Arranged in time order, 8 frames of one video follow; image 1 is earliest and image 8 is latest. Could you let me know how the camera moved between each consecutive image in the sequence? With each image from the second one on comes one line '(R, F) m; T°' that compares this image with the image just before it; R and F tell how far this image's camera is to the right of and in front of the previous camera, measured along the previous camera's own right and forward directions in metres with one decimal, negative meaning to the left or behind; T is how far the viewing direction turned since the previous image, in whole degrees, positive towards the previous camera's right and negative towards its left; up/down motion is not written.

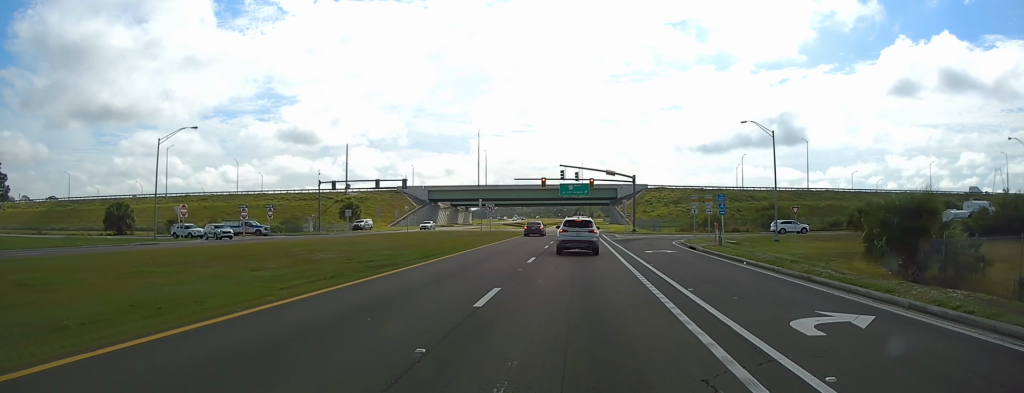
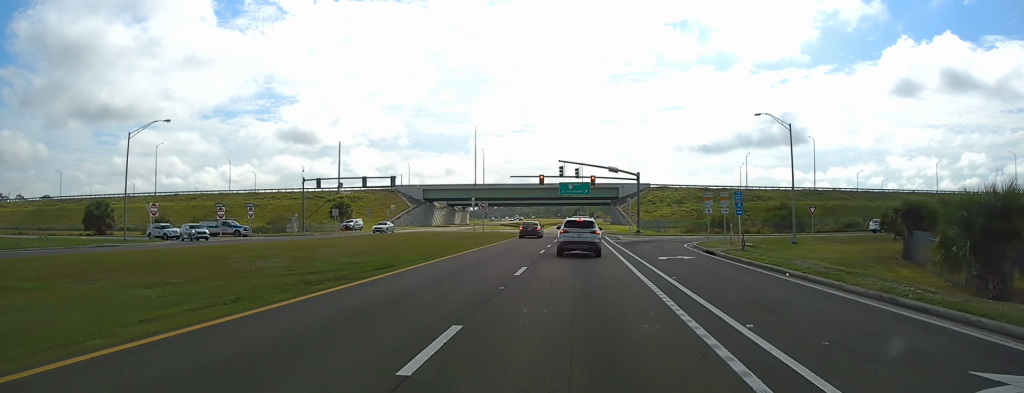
(0.0, +4.6) m; +1°
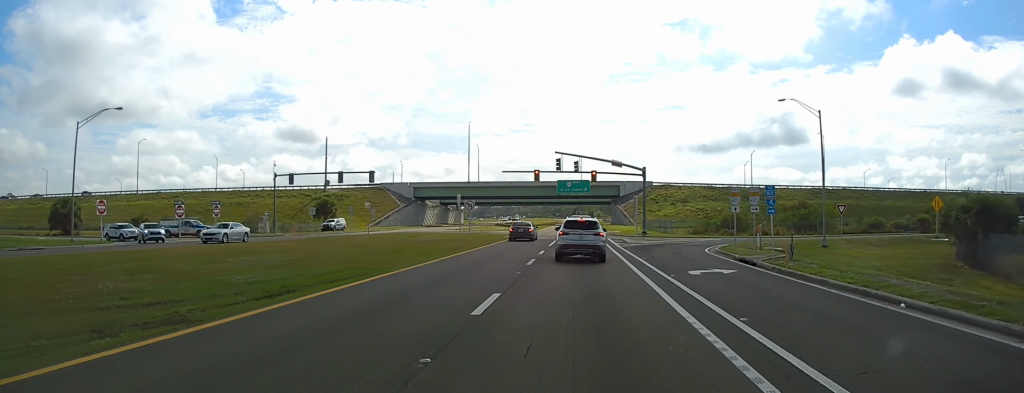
(0.0, +6.5) m; -2°
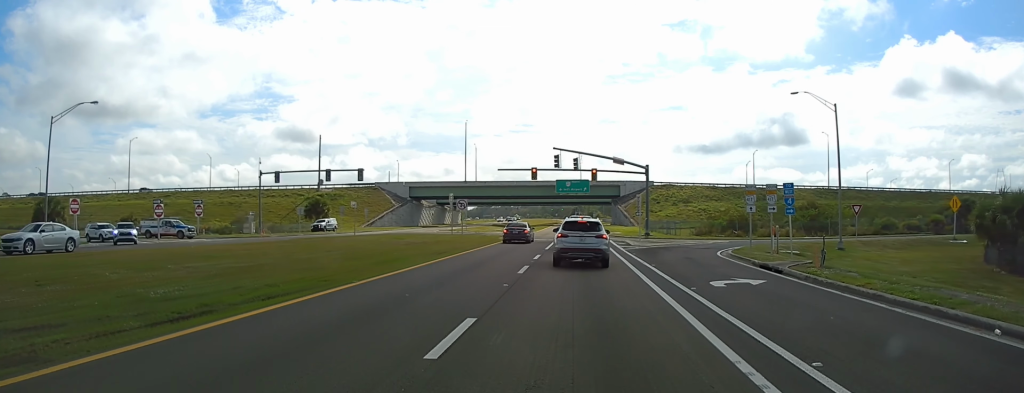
(-0.1, +2.7) m; -1°
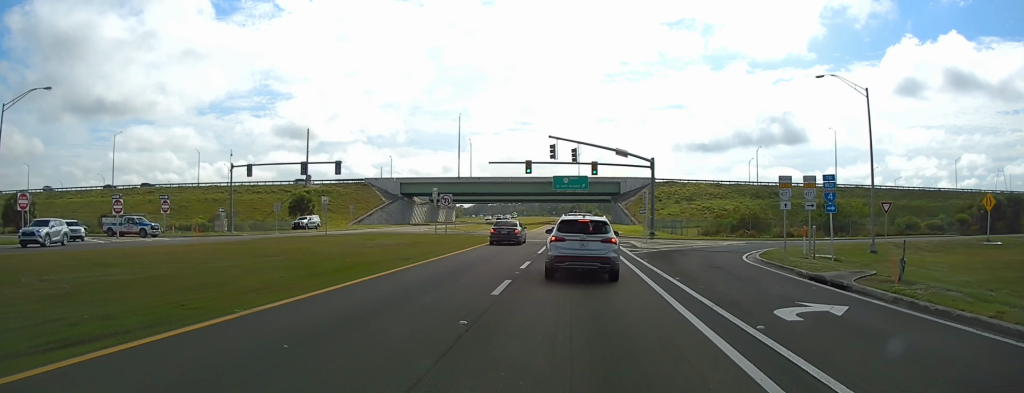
(0.0, +4.3) m; +1°
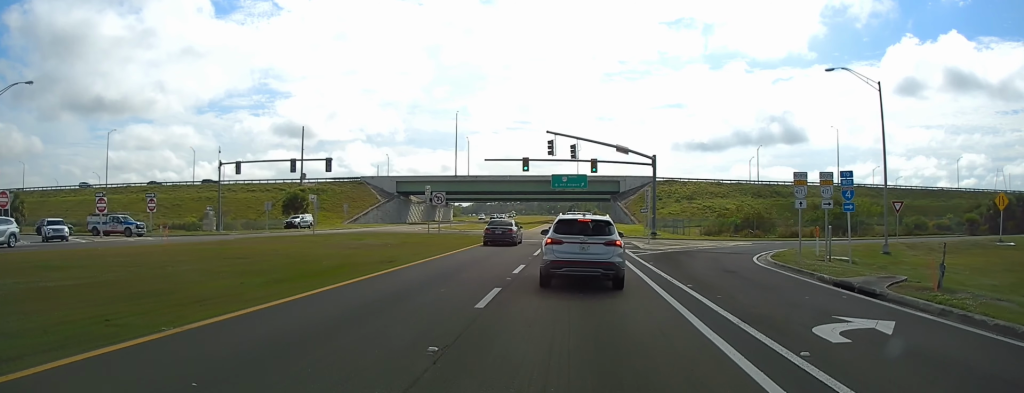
(0.0, +1.3) m; +2°
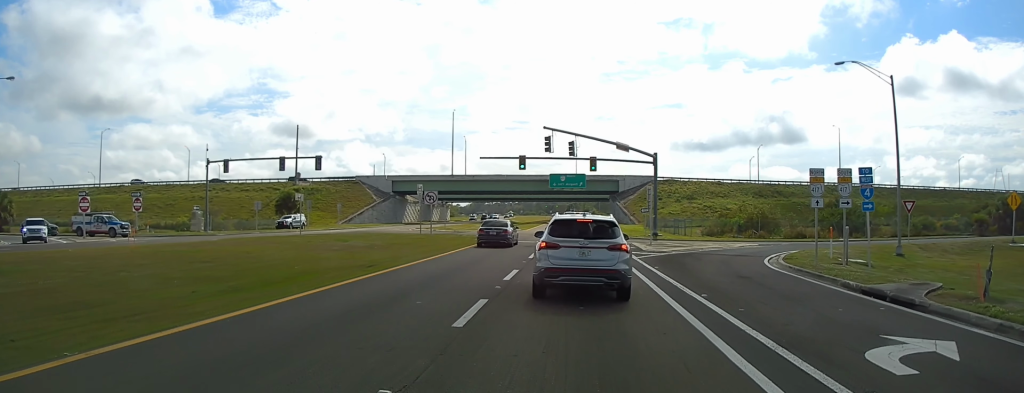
(0.0, +1.2) m; -4°
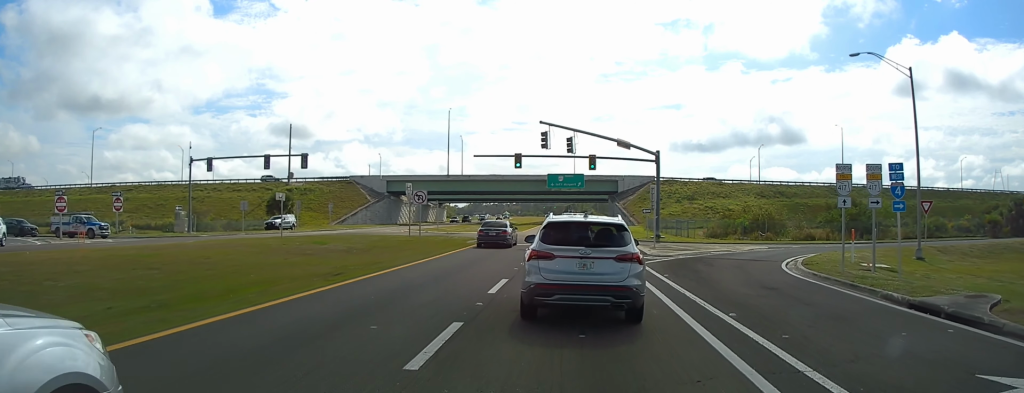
(-0.2, +1.8) m; -2°
